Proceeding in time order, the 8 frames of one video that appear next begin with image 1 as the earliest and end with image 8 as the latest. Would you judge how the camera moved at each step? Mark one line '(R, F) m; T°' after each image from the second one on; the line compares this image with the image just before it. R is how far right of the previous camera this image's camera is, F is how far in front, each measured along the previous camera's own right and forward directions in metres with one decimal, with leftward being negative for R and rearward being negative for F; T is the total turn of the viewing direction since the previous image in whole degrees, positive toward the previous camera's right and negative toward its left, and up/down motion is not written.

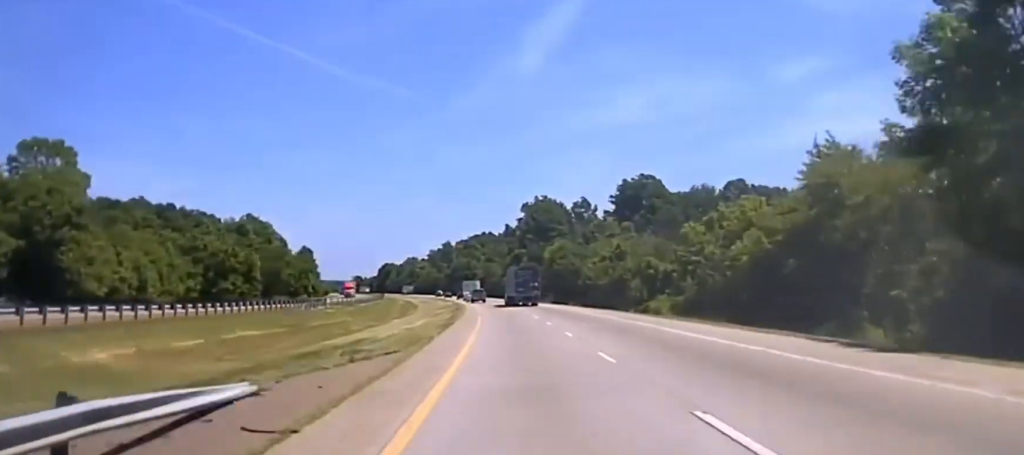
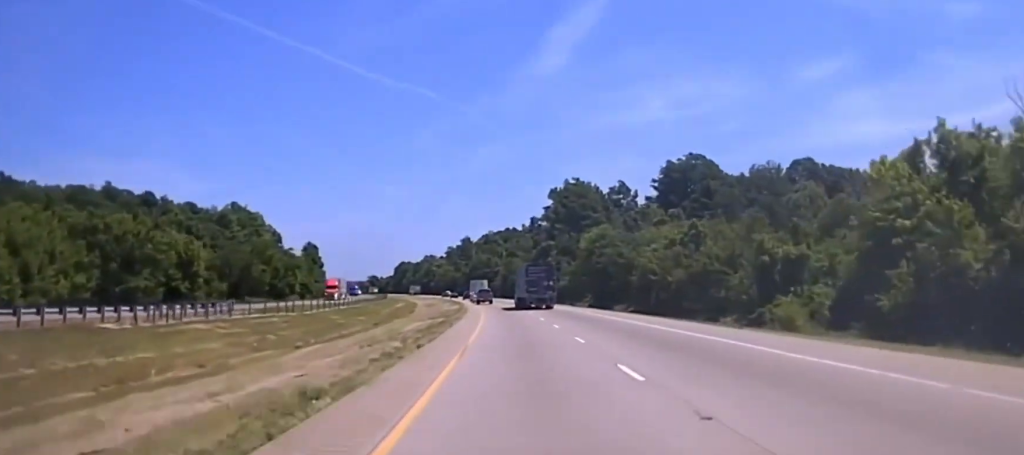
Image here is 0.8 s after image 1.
(-0.5, +45.0) m; -1°
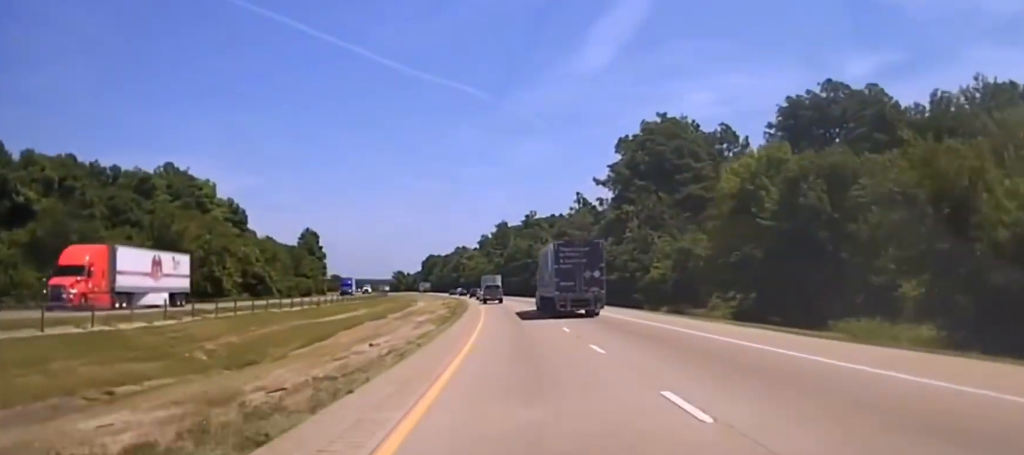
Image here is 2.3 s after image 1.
(-1.3, +68.2) m; -2°
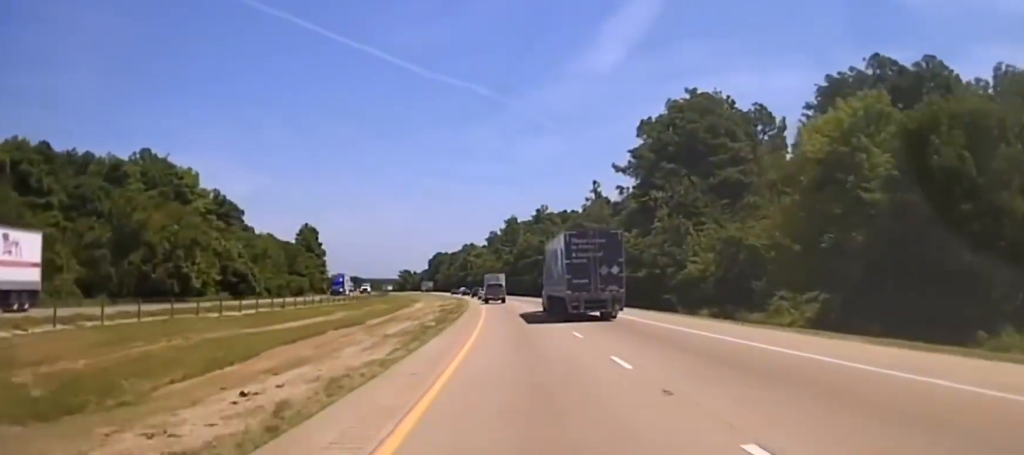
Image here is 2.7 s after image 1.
(-0.1, +15.5) m; -1°
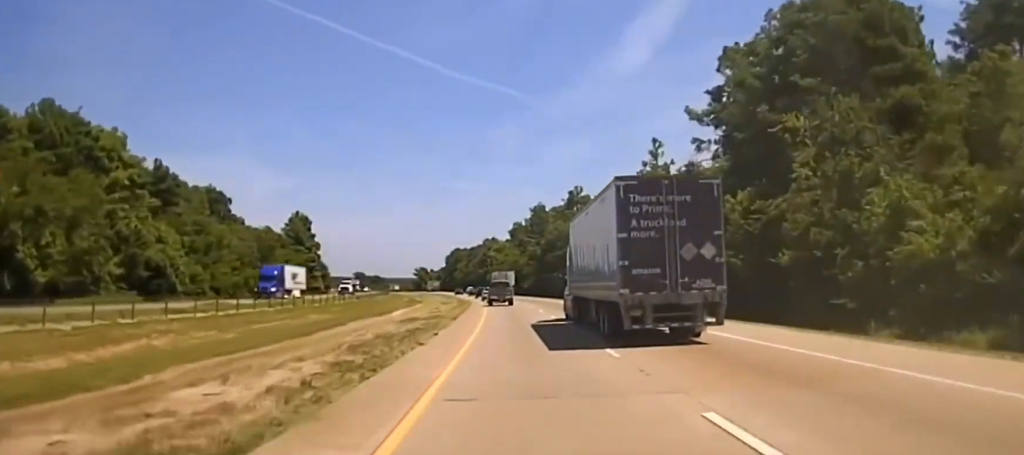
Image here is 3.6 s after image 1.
(-0.4, +35.0) m; -1°
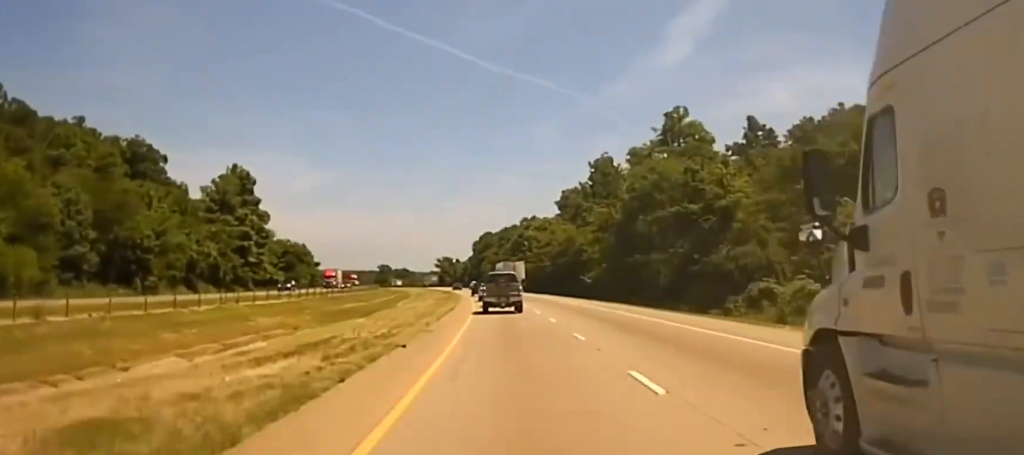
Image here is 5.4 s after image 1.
(-1.8, +85.3) m; -2°
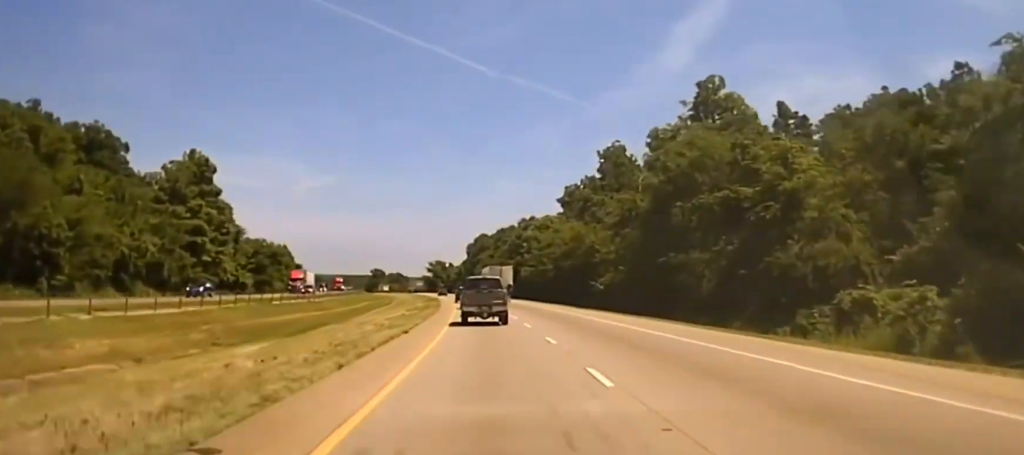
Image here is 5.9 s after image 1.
(+0.1, +24.8) m; -1°
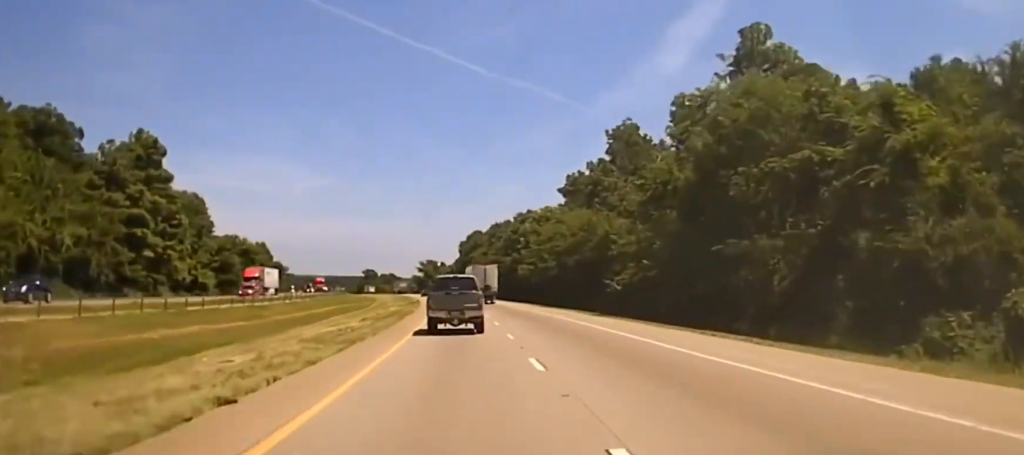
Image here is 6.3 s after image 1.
(+0.1, +23.5) m; -1°
